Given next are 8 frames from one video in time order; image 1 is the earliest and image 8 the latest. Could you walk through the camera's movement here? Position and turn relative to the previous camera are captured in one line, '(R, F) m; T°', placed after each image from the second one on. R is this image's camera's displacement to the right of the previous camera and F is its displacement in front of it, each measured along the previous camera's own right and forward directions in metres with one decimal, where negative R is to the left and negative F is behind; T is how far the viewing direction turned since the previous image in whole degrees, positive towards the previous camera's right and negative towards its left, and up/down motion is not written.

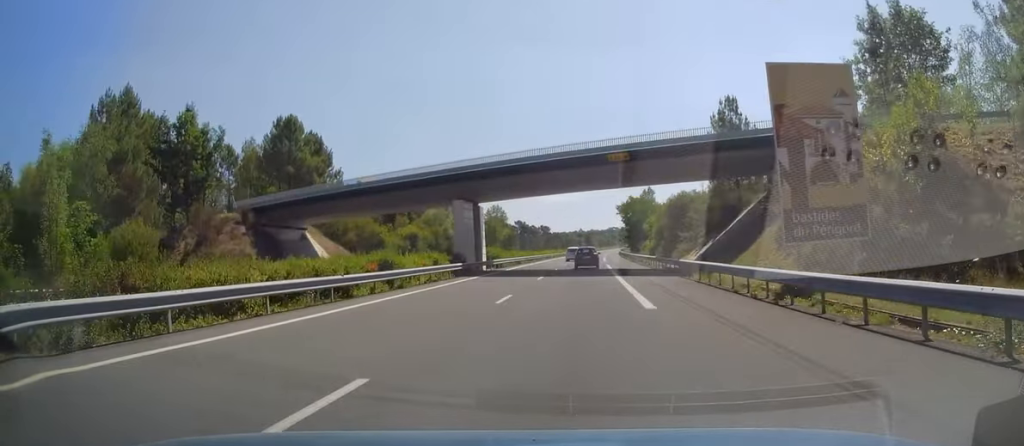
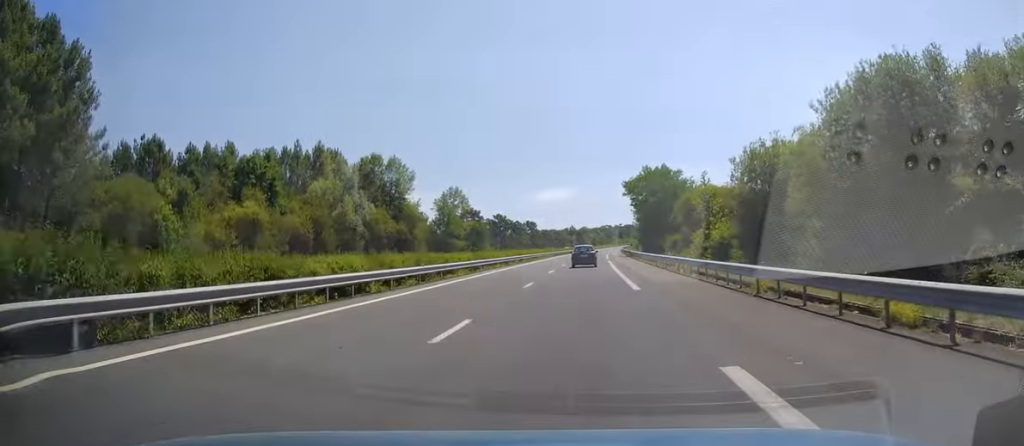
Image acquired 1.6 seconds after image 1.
(-0.1, +46.6) m; 0°
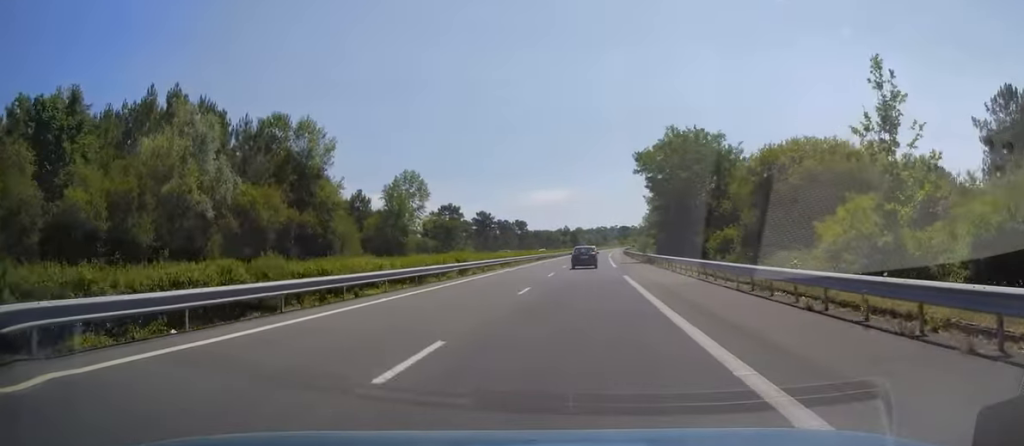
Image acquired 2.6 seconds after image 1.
(+0.4, +29.0) m; +2°
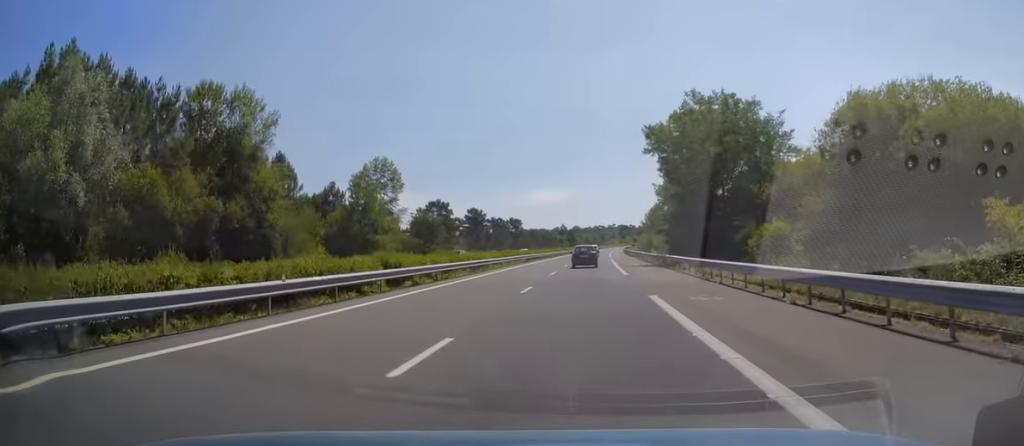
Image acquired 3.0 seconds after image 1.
(+0.2, +12.8) m; 0°
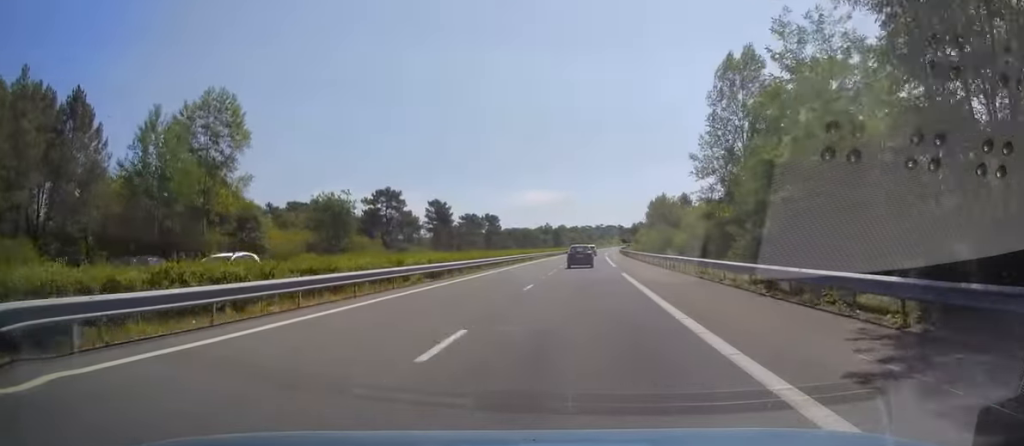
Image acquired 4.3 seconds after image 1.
(-0.1, +38.2) m; 0°
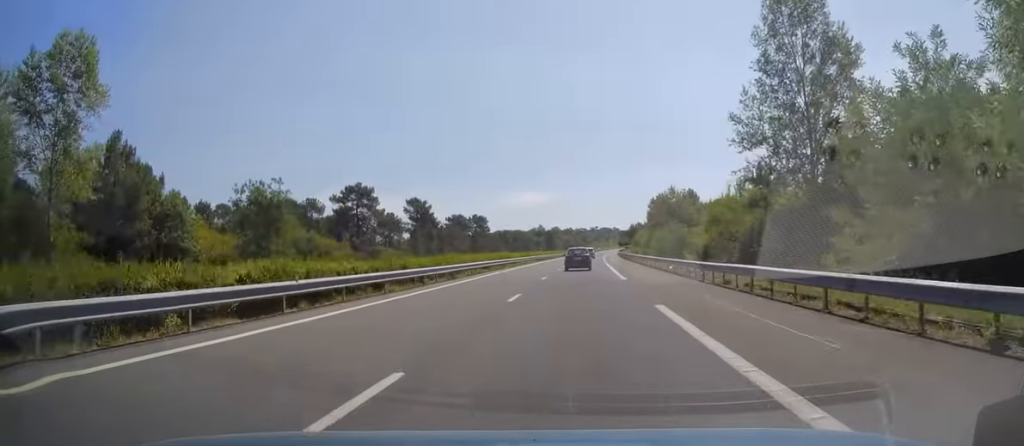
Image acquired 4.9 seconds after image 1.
(0.0, +16.6) m; +1°
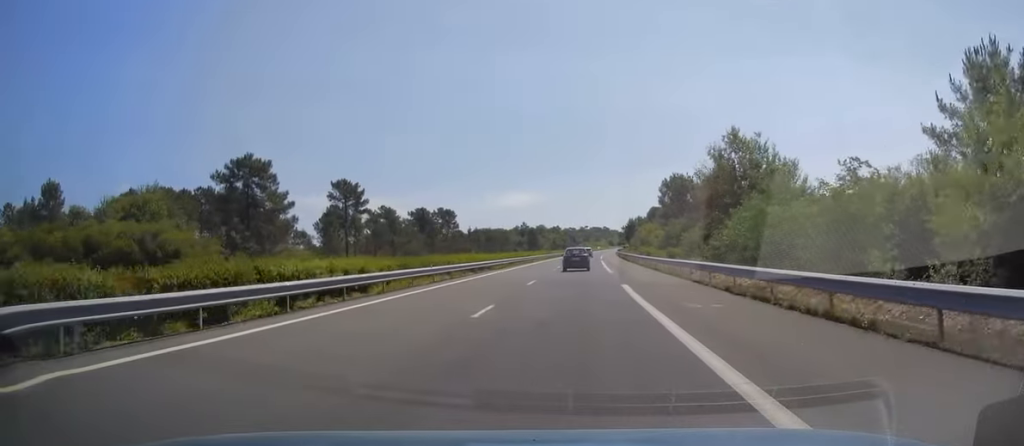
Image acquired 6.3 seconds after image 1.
(+0.9, +42.9) m; +1°
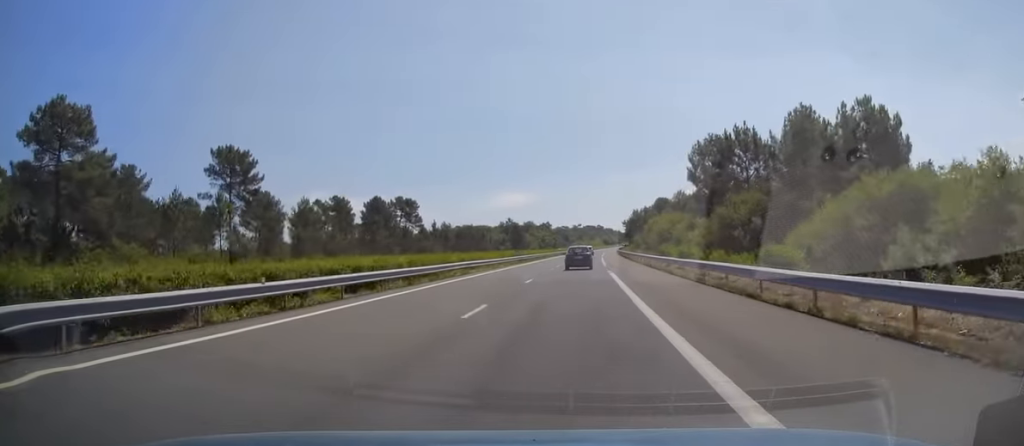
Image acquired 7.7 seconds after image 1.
(-0.2, +39.5) m; 0°
